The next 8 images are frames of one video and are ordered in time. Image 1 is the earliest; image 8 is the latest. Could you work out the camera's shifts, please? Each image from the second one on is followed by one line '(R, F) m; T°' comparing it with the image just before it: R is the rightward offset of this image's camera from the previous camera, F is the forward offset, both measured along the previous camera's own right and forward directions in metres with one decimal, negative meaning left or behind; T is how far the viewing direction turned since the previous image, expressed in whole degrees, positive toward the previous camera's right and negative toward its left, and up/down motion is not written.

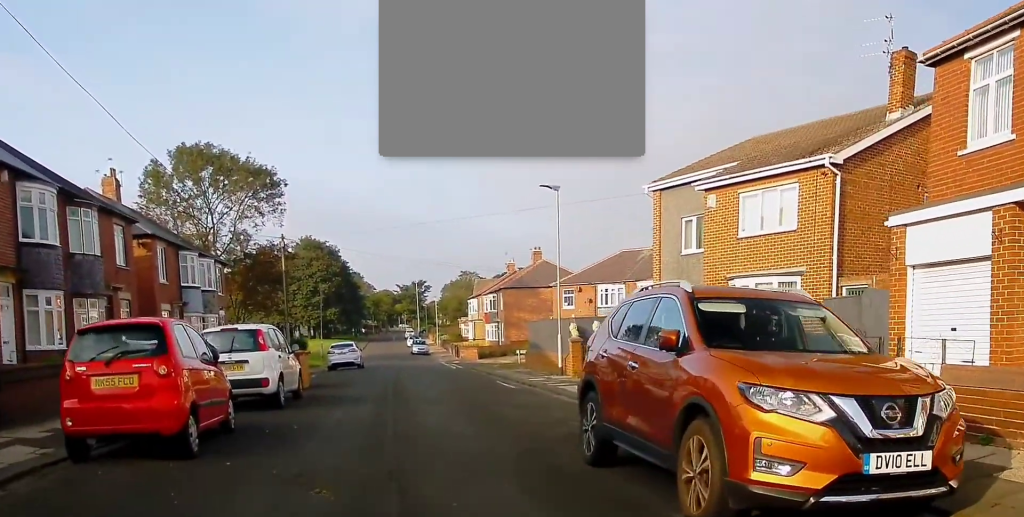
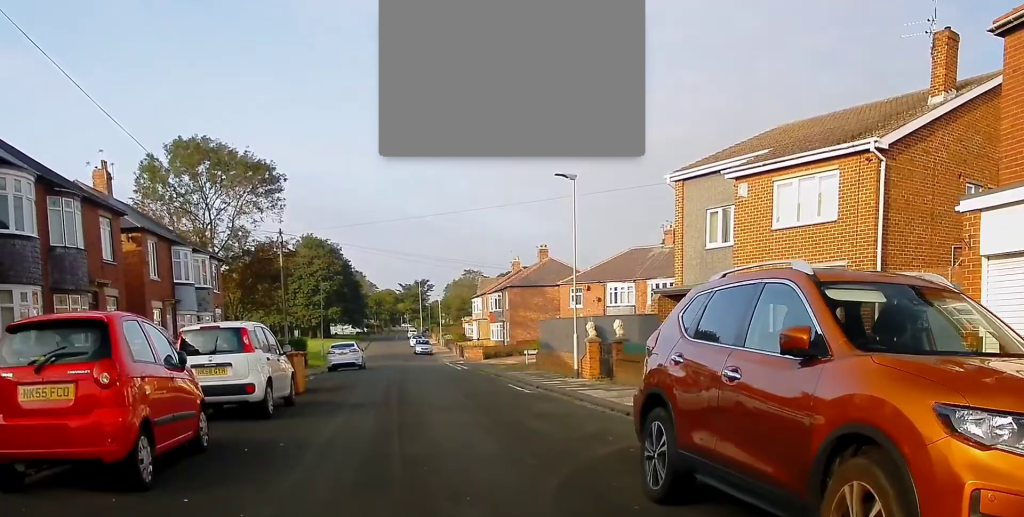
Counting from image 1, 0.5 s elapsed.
(-0.1, +1.8) m; -4°
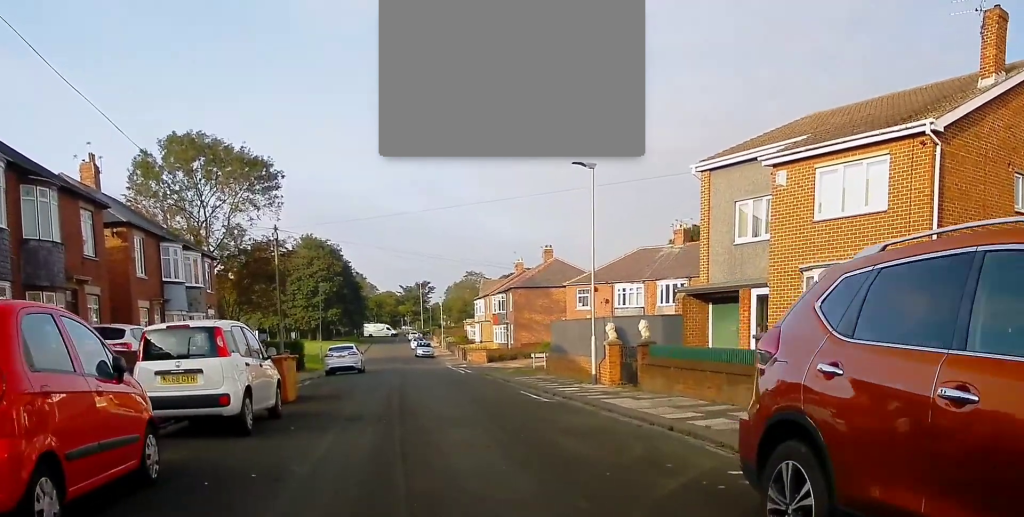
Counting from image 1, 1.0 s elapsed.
(0.0, +2.0) m; 0°
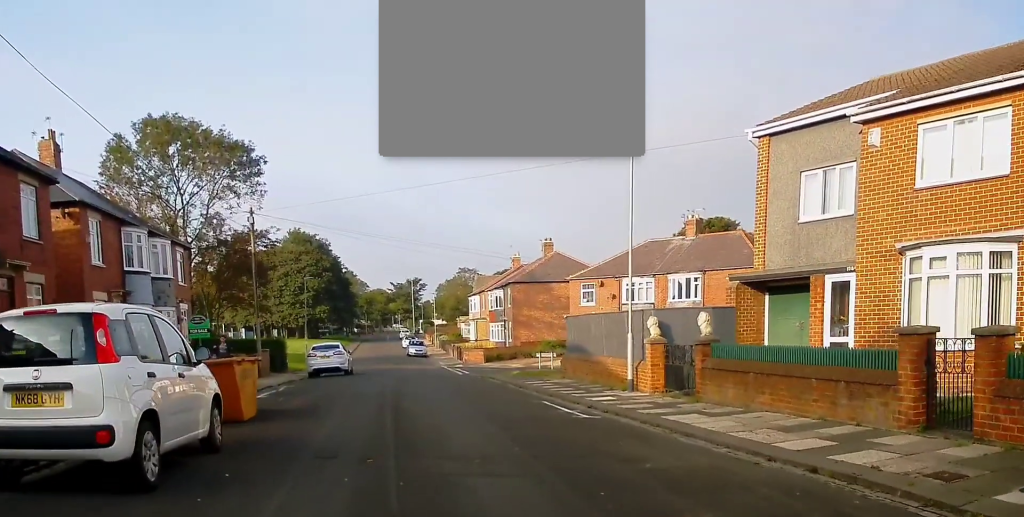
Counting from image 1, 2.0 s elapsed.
(+0.1, +3.8) m; +4°
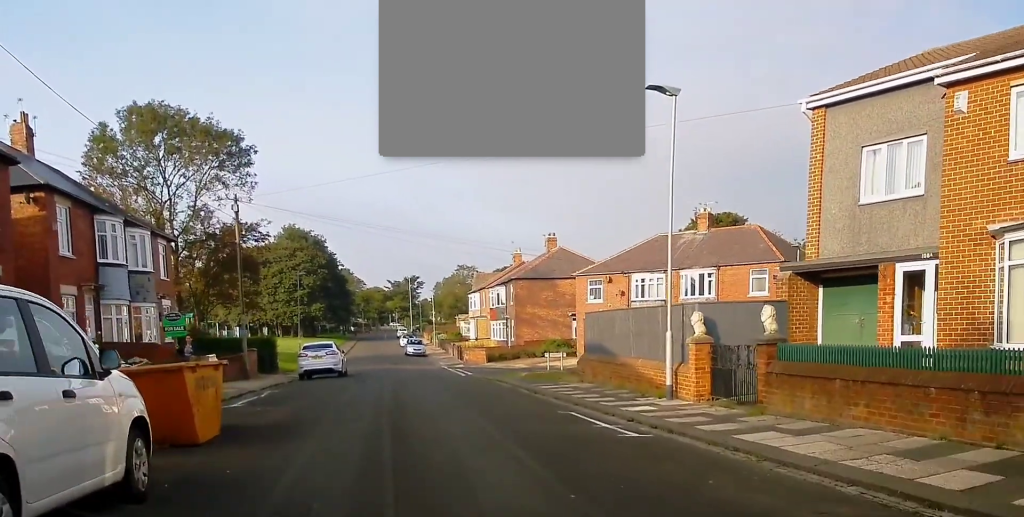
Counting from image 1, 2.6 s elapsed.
(0.0, +2.8) m; +6°
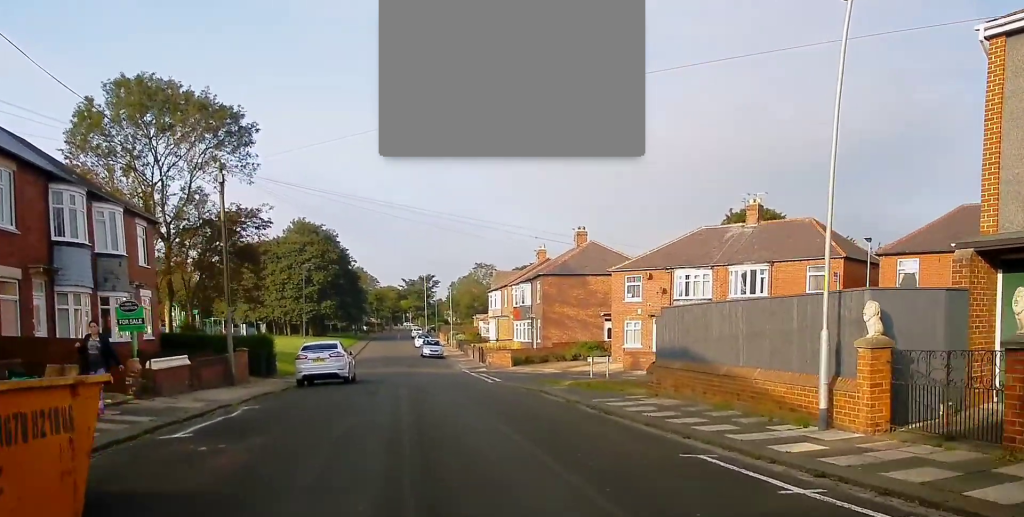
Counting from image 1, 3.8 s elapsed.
(+0.4, +5.2) m; -3°
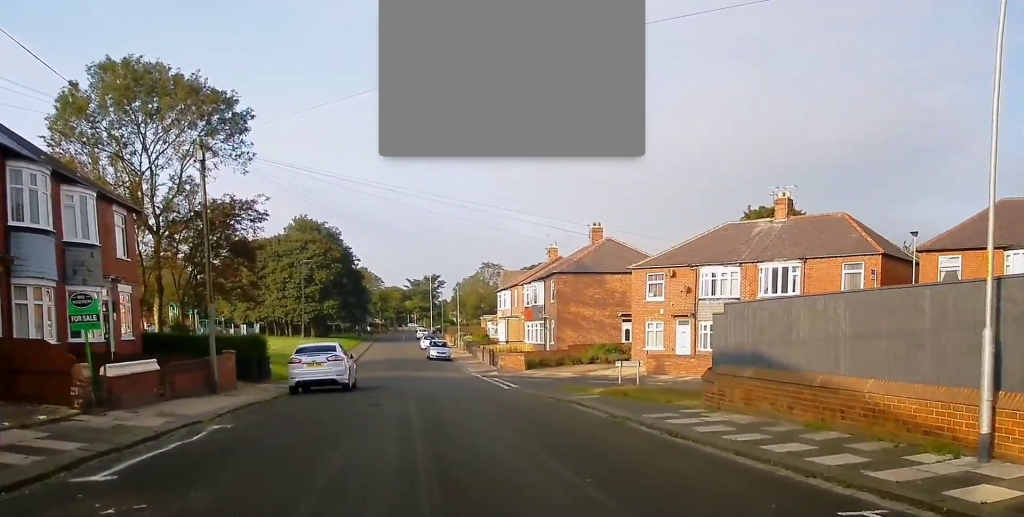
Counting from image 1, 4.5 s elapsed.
(-0.2, +3.0) m; -8°
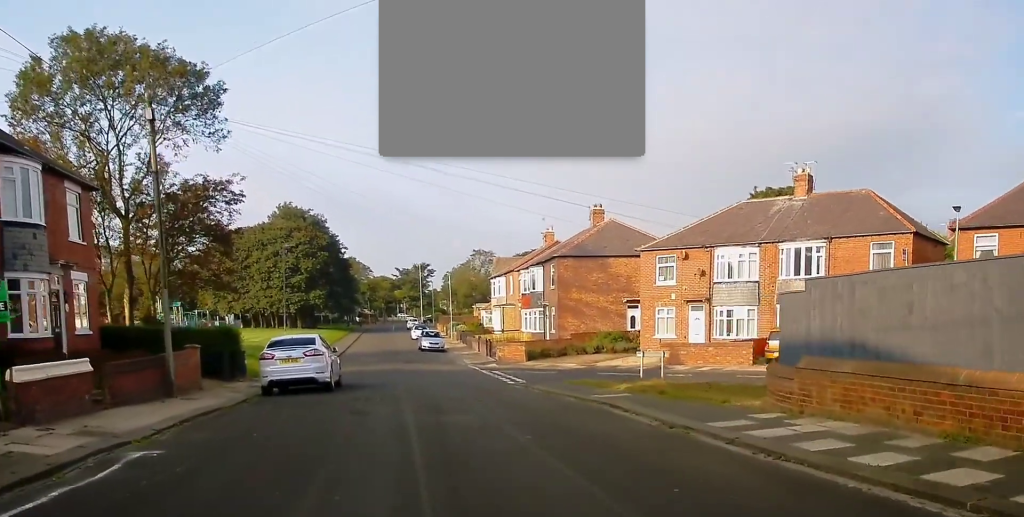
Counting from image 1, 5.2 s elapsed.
(-0.3, +3.4) m; 0°
